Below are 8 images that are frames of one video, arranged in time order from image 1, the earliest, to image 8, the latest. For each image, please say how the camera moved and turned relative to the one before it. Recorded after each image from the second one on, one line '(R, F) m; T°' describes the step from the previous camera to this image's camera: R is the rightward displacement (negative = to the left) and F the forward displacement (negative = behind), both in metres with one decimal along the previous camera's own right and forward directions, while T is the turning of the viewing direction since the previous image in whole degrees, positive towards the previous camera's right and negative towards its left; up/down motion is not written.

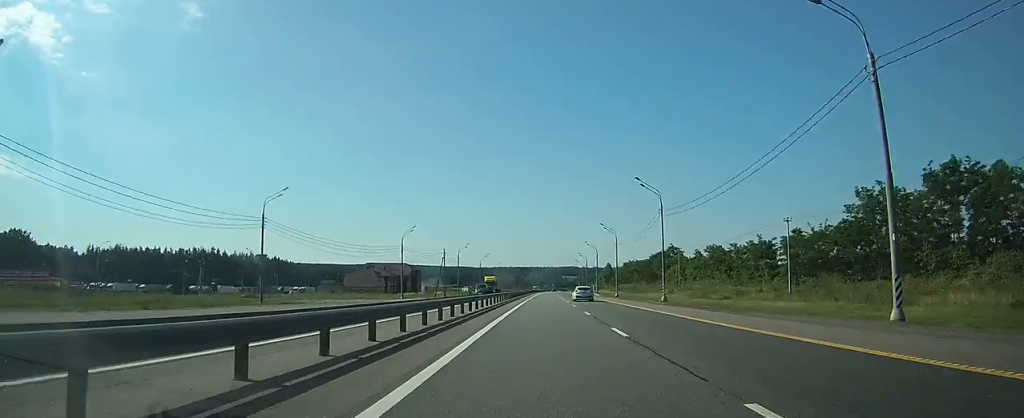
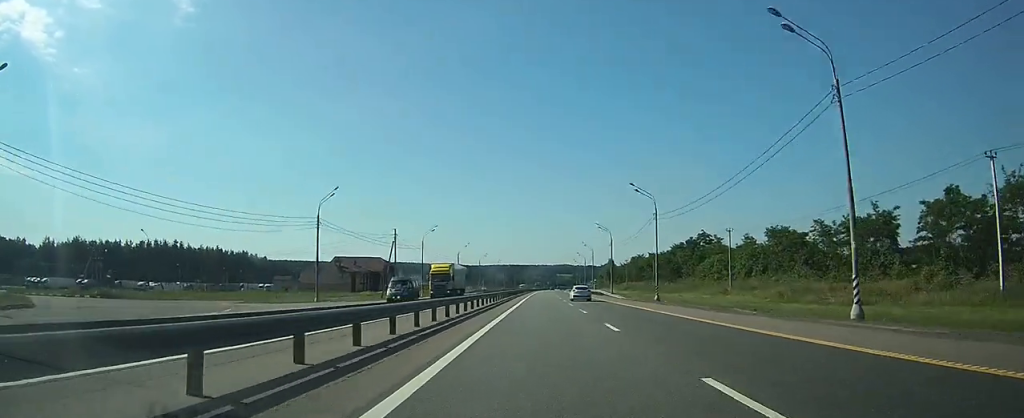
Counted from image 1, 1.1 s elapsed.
(+0.2, +34.1) m; +1°
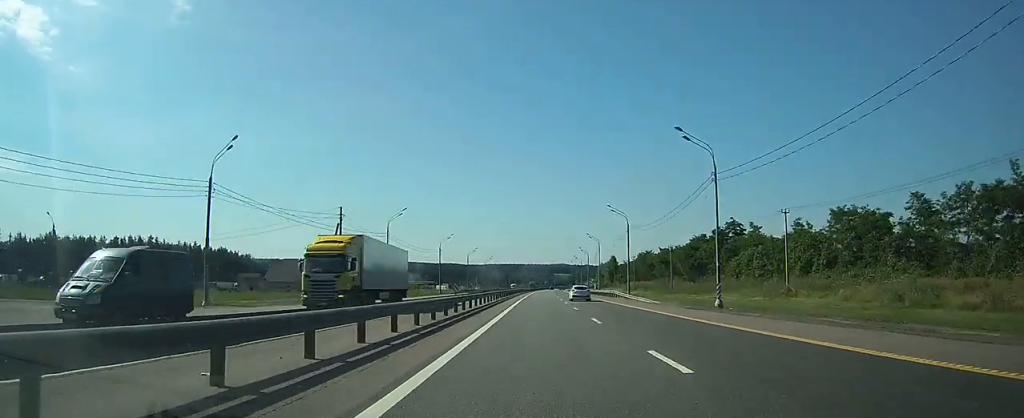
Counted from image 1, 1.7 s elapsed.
(+0.1, +20.3) m; 0°
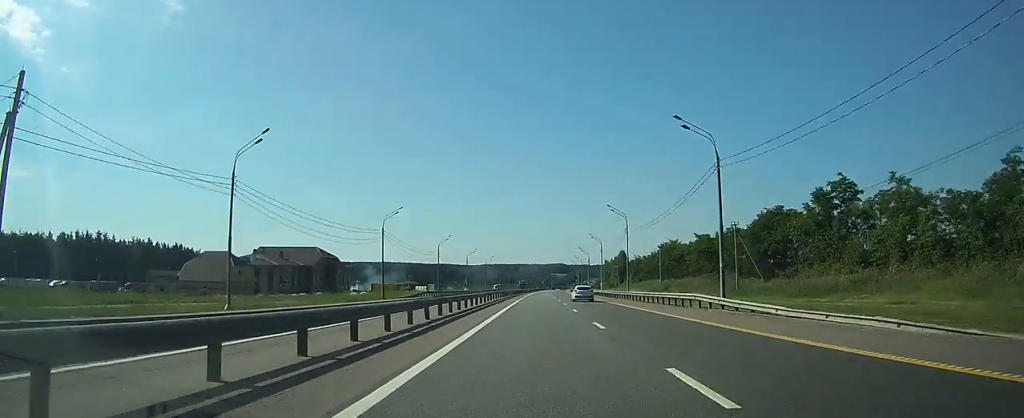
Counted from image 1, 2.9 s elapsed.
(0.0, +38.5) m; 0°
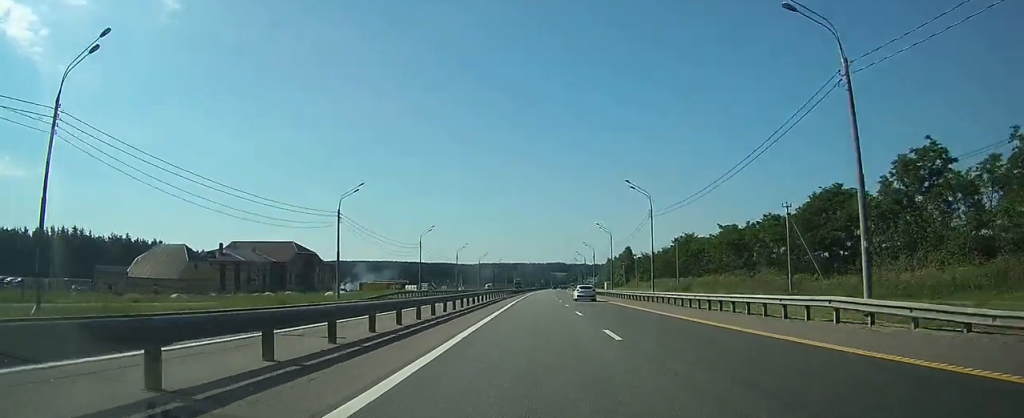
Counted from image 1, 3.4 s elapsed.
(0.0, +16.1) m; 0°
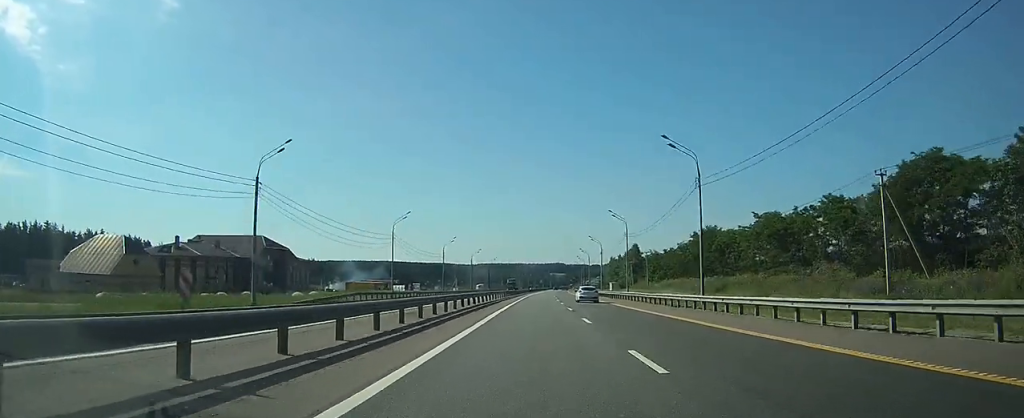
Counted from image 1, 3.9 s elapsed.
(0.0, +17.2) m; 0°
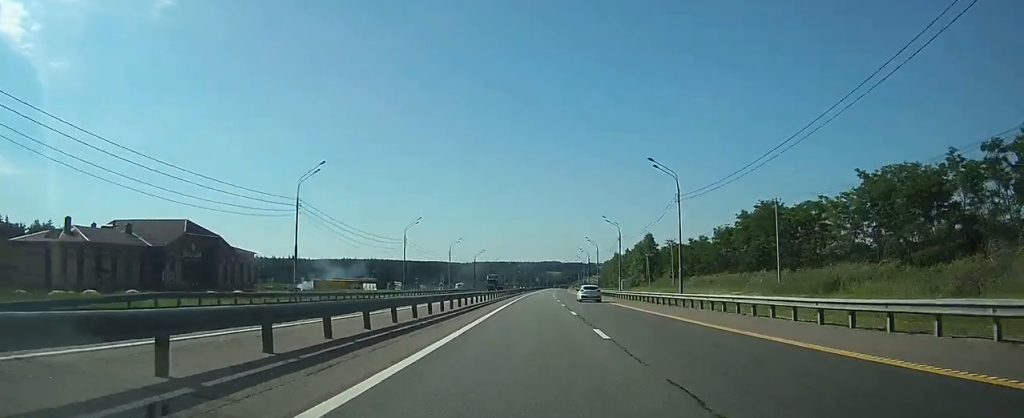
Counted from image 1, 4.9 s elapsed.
(+0.1, +30.2) m; 0°
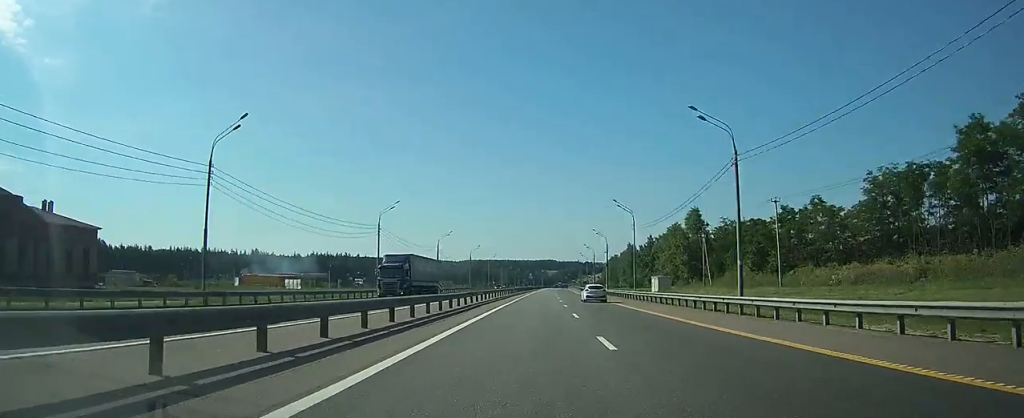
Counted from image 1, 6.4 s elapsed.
(+0.1, +50.7) m; 0°
